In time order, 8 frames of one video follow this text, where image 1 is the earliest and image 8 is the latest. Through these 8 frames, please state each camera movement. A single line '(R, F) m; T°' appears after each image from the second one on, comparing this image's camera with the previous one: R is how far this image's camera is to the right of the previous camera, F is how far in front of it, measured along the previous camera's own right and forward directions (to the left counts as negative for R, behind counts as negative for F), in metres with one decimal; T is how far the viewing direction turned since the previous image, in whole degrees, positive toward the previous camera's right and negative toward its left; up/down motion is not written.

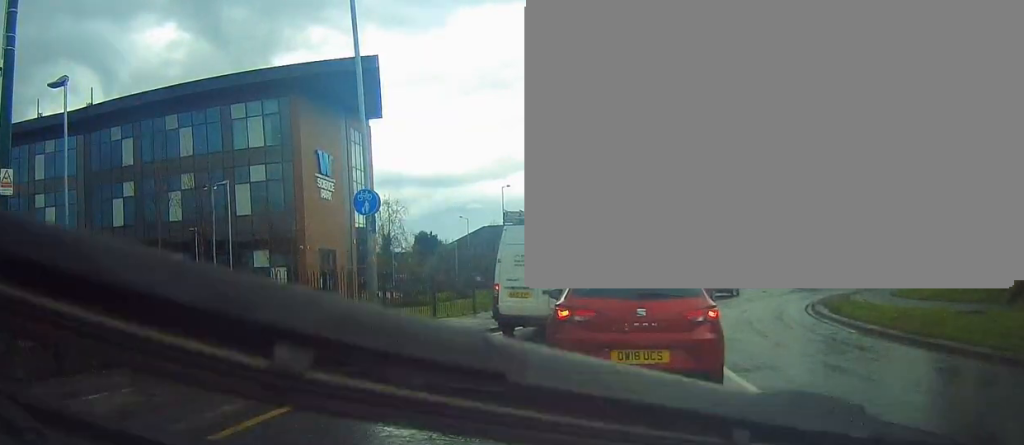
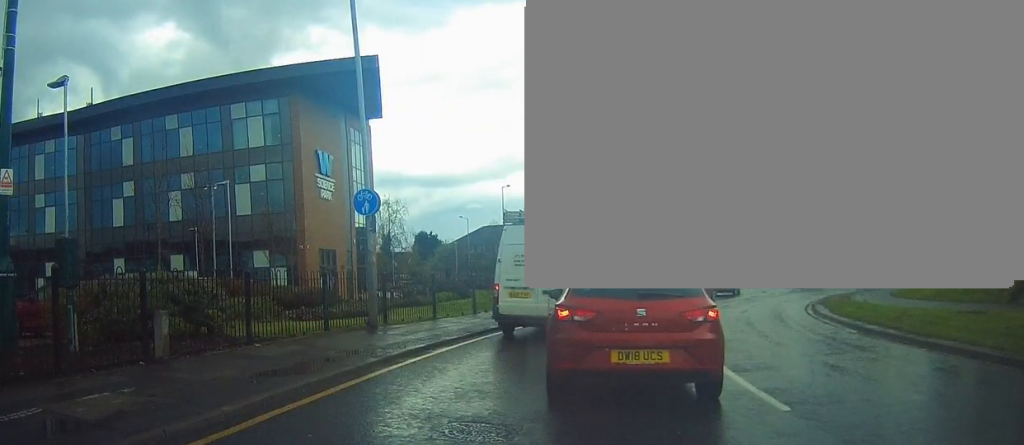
(0.0, 0.0) m; 0°
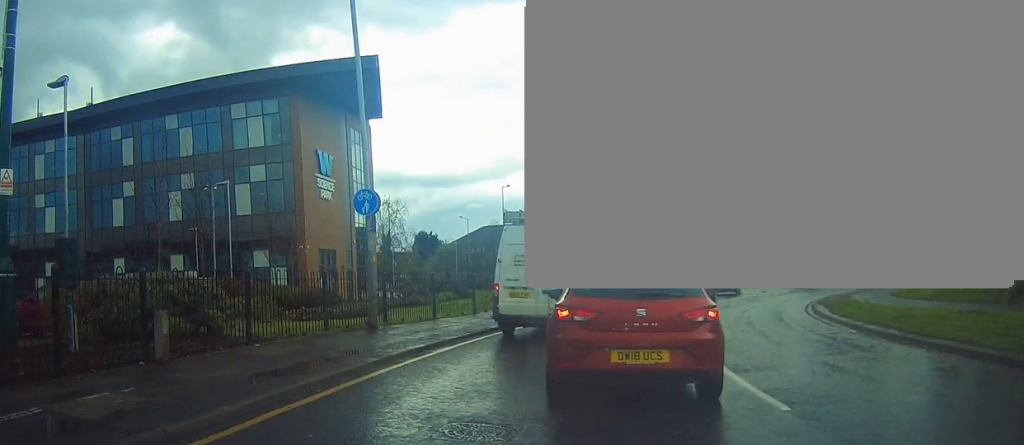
(0.0, 0.0) m; 0°
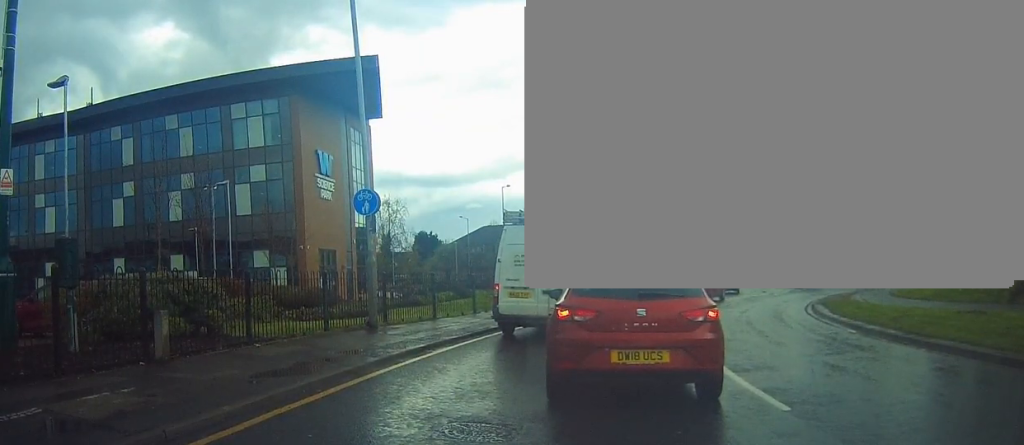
(0.0, 0.0) m; 0°
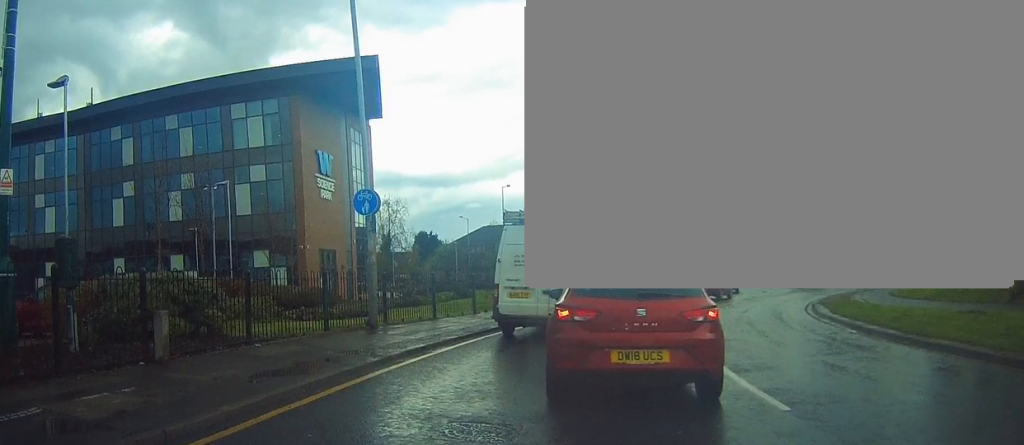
(0.0, 0.0) m; 0°
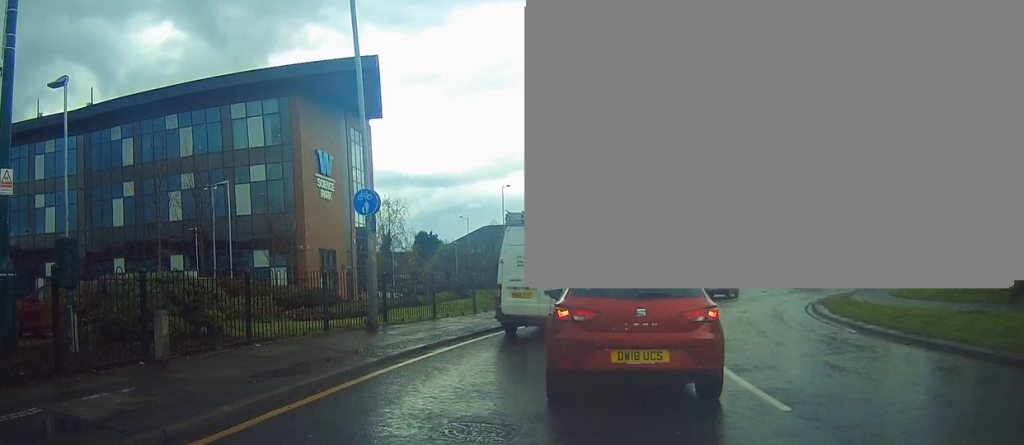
(0.0, 0.0) m; 0°
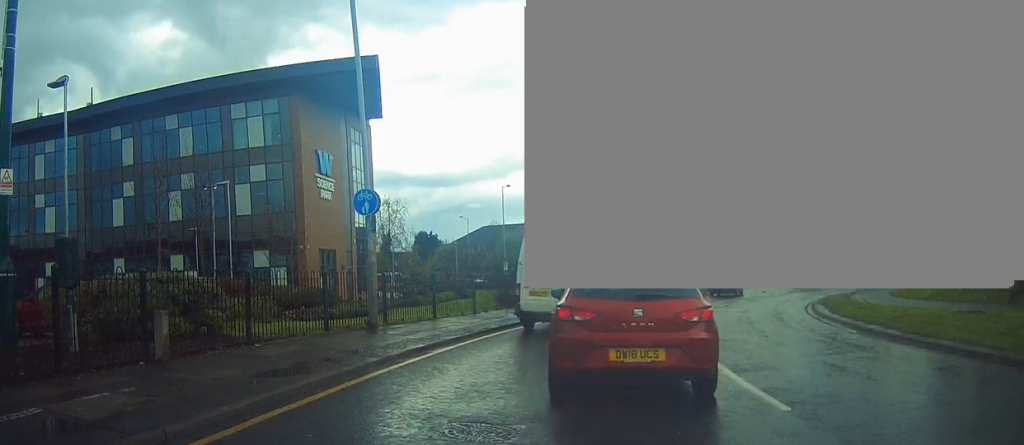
(0.0, 0.0) m; 0°
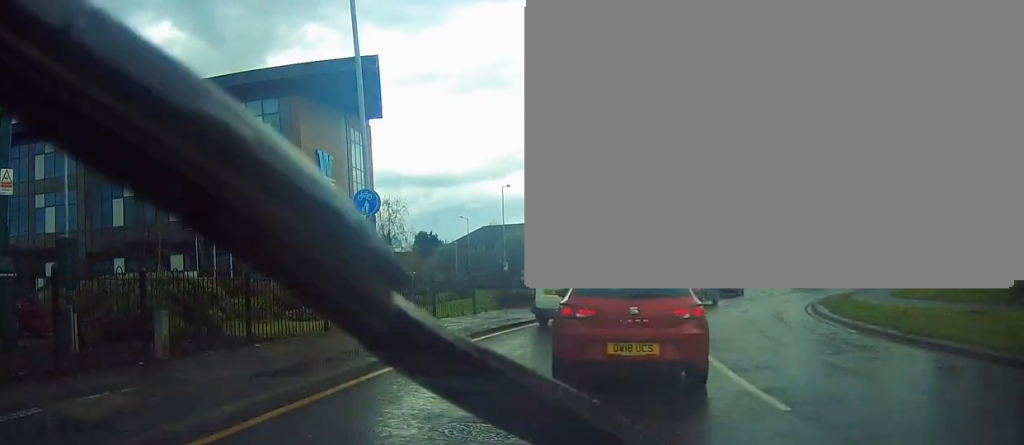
(0.0, 0.0) m; 0°
